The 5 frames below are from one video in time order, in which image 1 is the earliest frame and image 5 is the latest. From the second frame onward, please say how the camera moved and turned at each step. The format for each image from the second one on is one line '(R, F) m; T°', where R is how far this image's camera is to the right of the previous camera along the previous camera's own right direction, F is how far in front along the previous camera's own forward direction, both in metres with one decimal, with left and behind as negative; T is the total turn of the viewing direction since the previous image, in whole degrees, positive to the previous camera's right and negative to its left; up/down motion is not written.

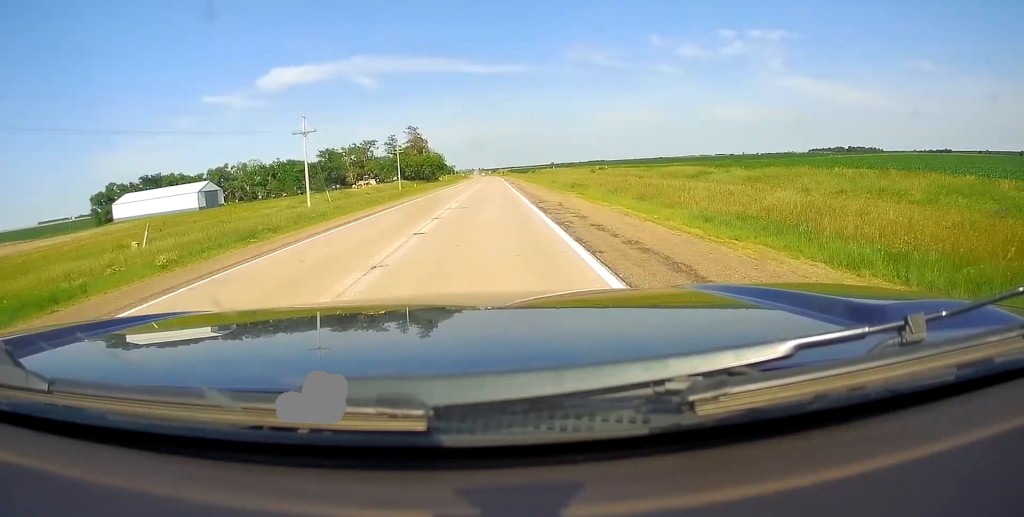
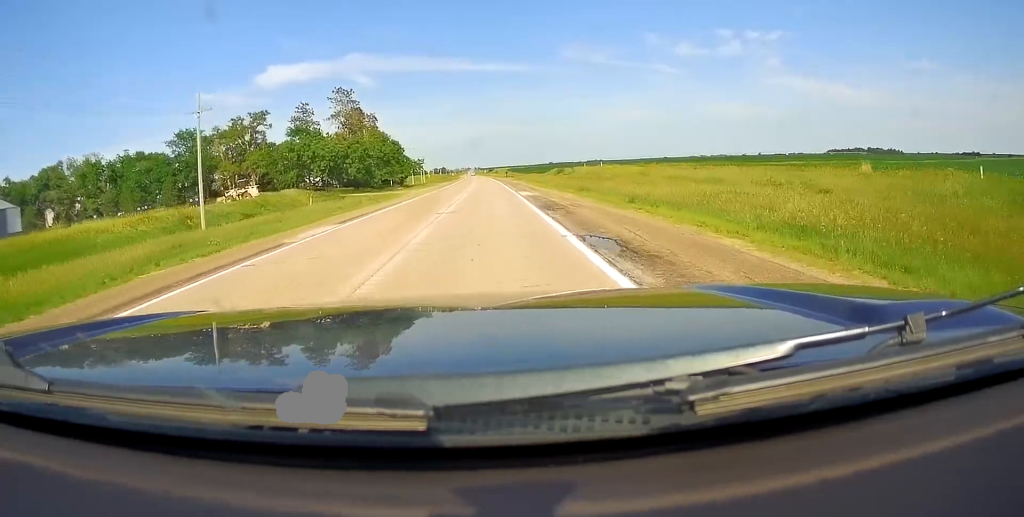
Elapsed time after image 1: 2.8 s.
(+0.7, +86.7) m; +1°
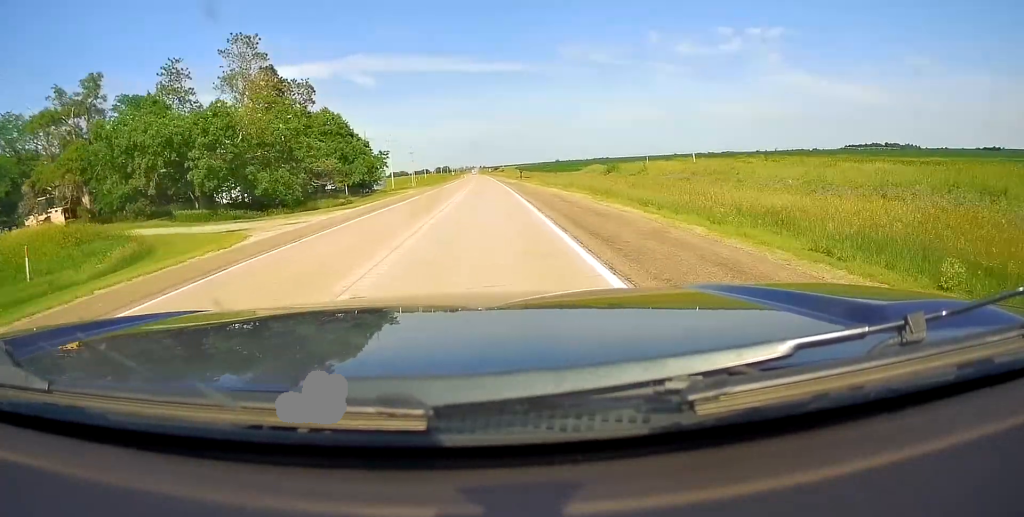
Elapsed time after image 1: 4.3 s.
(+0.6, +45.6) m; +1°
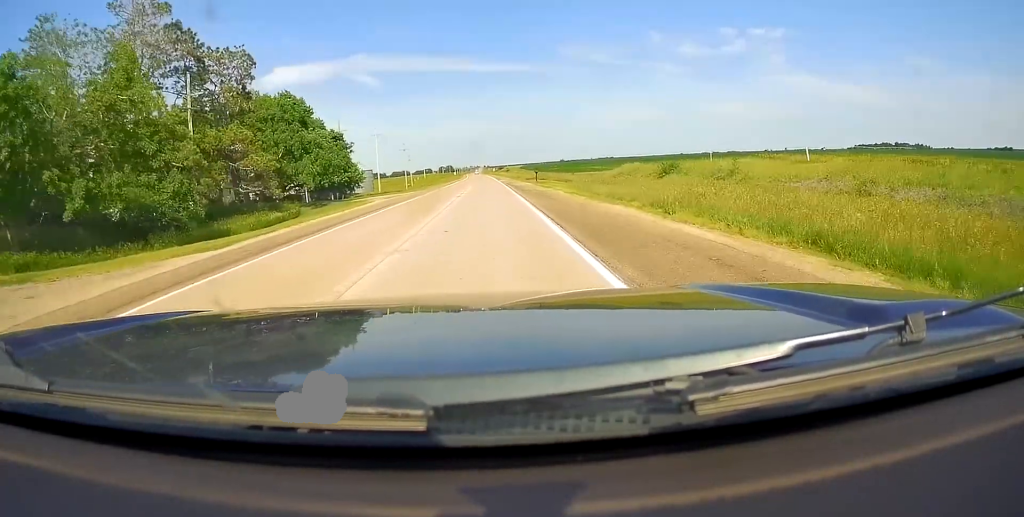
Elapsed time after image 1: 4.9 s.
(0.0, +21.3) m; 0°
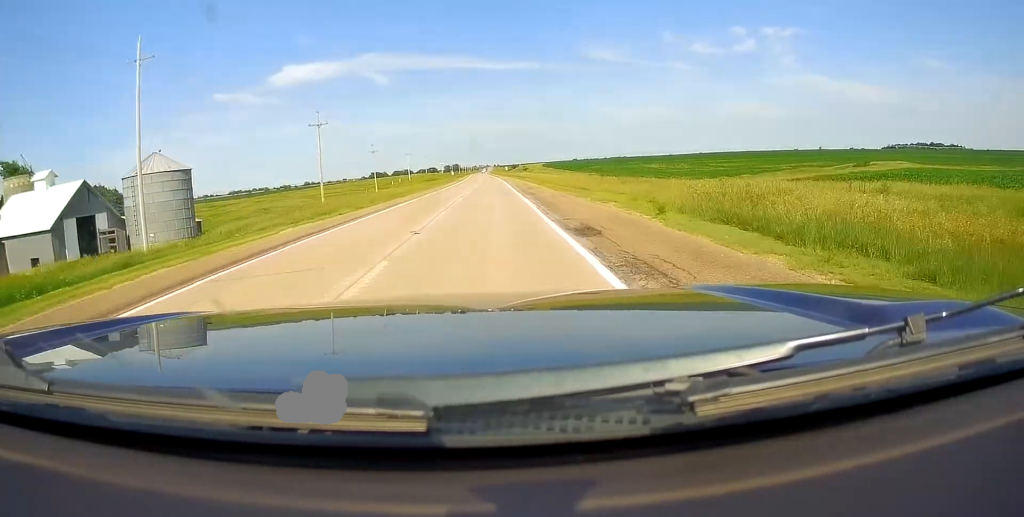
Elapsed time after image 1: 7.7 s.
(-1.7, +84.9) m; -2°
